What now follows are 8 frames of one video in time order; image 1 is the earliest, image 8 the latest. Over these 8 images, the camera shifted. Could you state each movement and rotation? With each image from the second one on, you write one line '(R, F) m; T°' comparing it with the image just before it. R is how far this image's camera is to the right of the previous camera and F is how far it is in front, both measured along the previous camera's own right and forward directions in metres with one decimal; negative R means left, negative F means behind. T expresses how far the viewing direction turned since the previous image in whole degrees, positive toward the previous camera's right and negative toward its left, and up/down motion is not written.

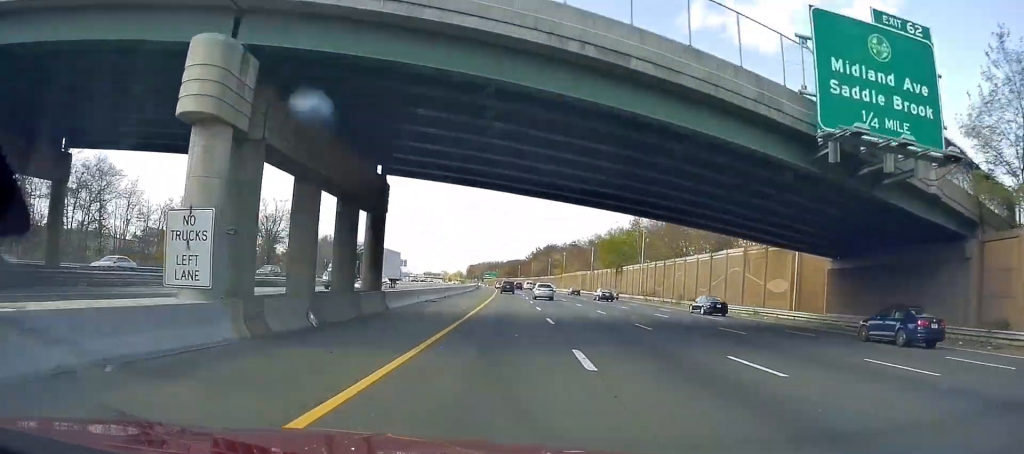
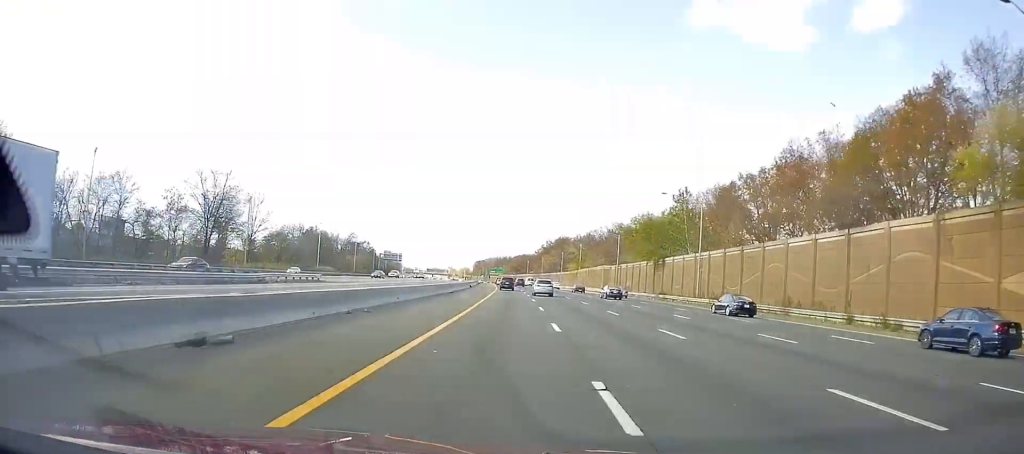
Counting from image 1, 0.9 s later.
(0.0, +28.9) m; 0°
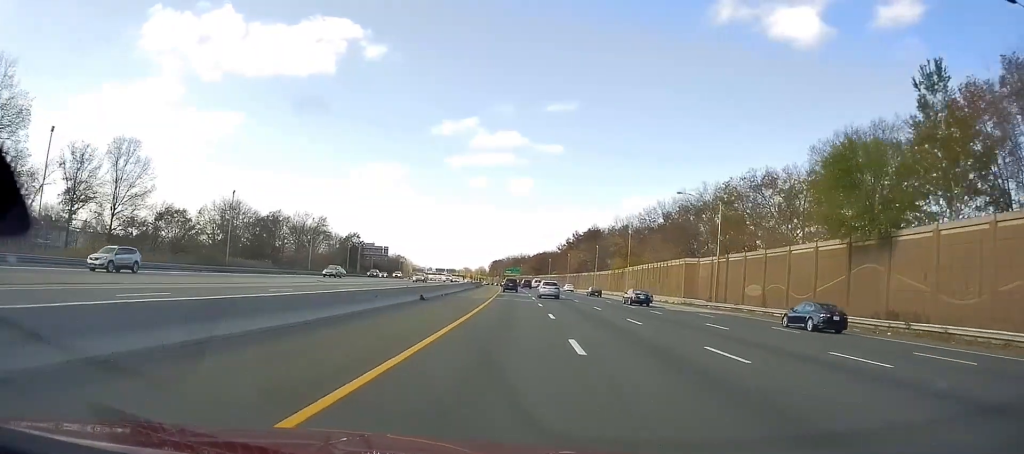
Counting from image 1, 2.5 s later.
(-0.9, +53.4) m; -3°
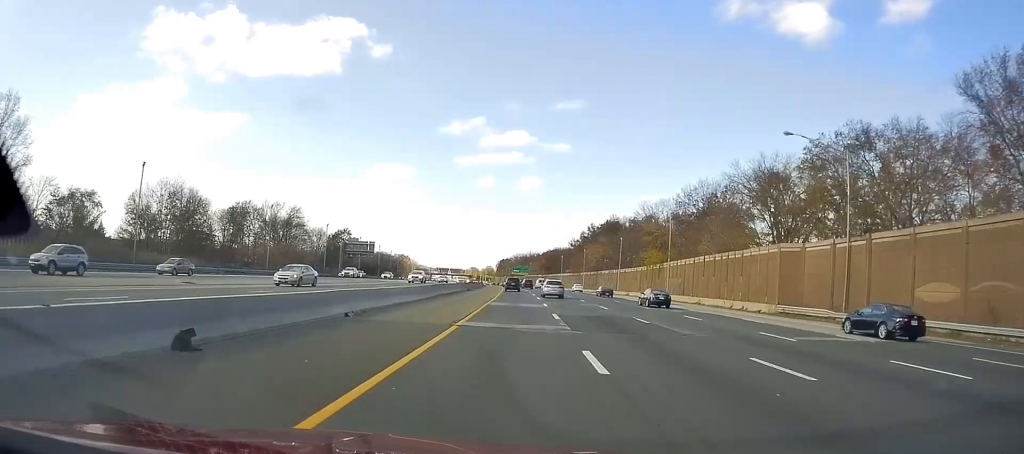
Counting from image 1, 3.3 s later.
(-0.5, +26.9) m; -1°
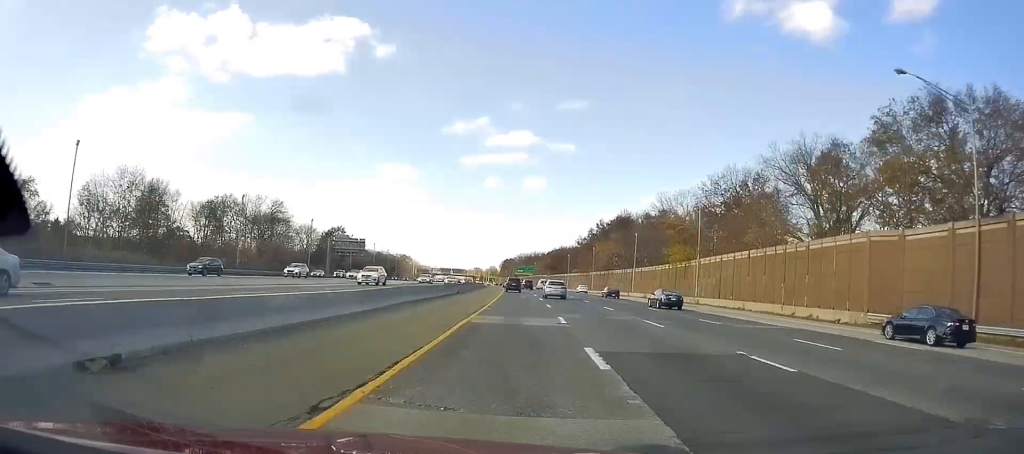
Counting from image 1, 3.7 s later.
(-0.1, +13.6) m; 0°
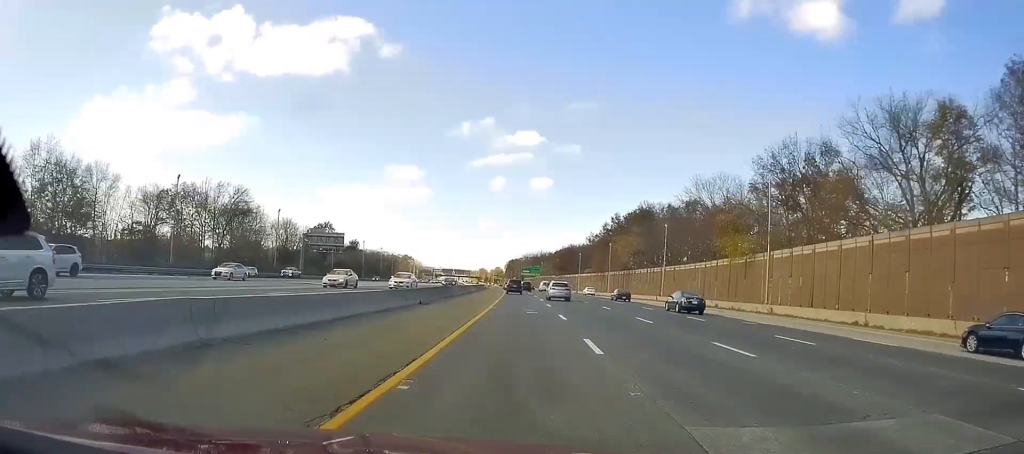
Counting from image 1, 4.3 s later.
(0.0, +21.6) m; -1°
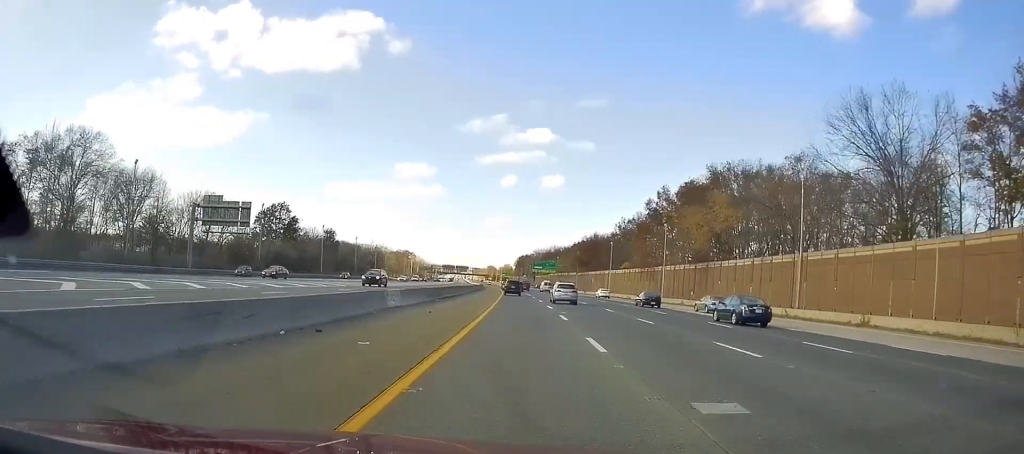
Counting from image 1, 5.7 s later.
(-0.7, +49.0) m; -1°
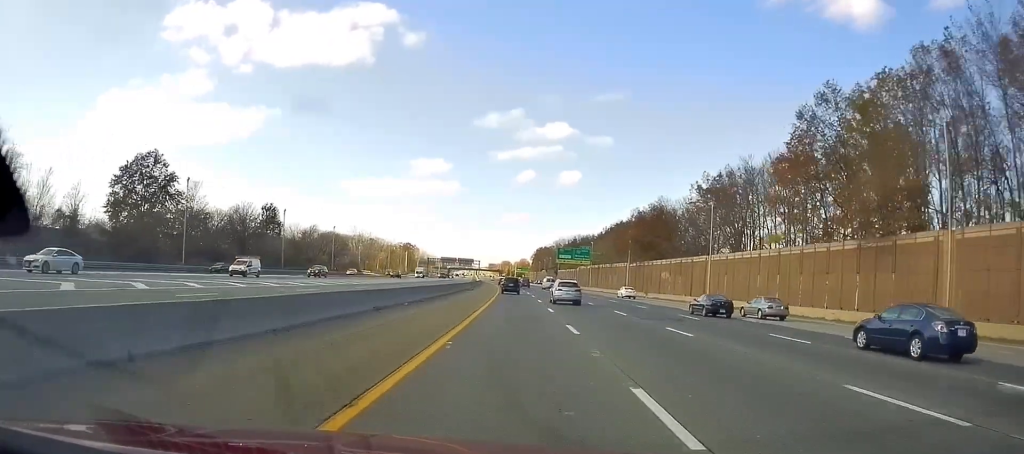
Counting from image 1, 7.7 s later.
(-1.2, +68.1) m; -2°
